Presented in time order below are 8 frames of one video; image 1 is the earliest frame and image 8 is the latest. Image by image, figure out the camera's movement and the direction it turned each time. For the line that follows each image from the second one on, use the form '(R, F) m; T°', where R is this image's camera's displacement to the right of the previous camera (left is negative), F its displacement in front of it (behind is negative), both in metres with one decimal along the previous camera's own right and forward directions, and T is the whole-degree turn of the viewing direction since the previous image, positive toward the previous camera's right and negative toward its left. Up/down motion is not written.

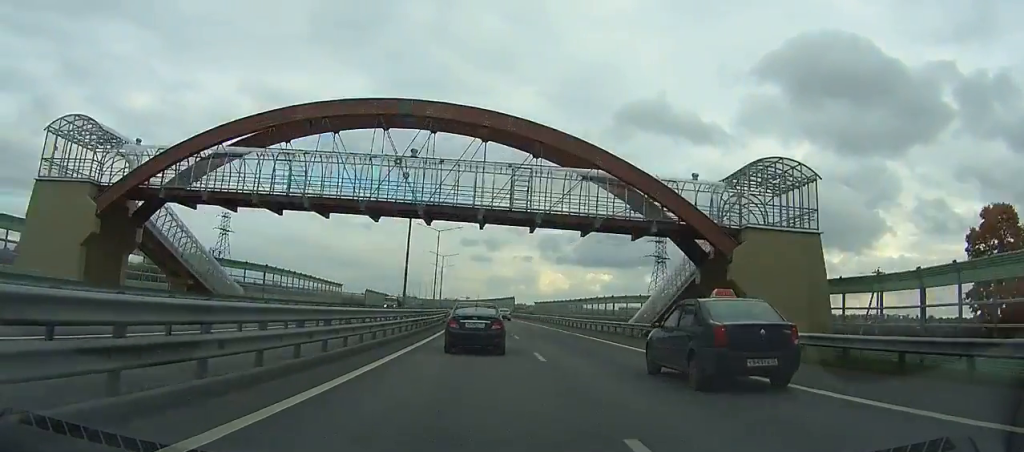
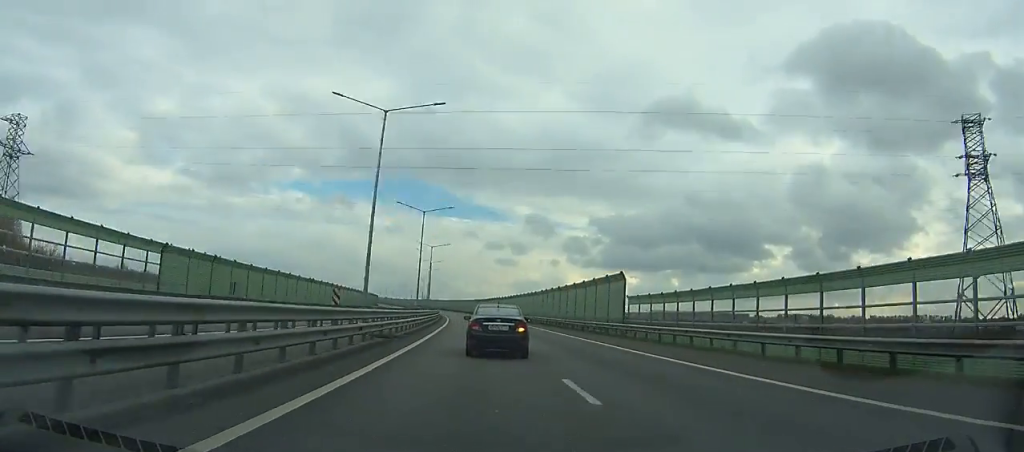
(-2.1, +78.9) m; -3°
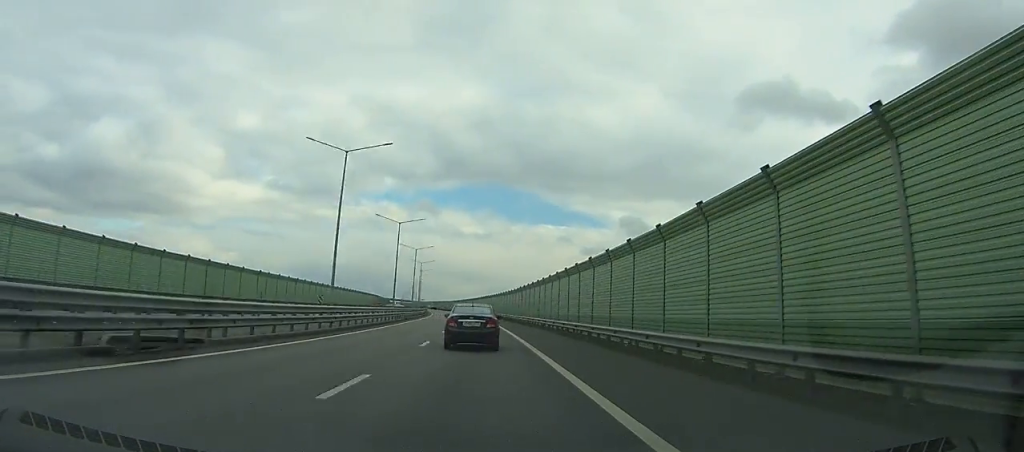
(-13.1, +182.1) m; -9°
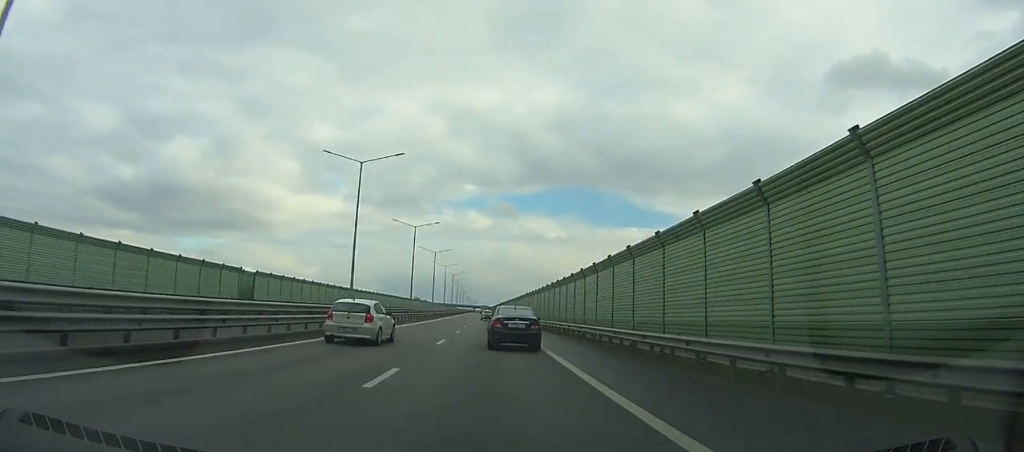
(-15.3, +178.1) m; -9°
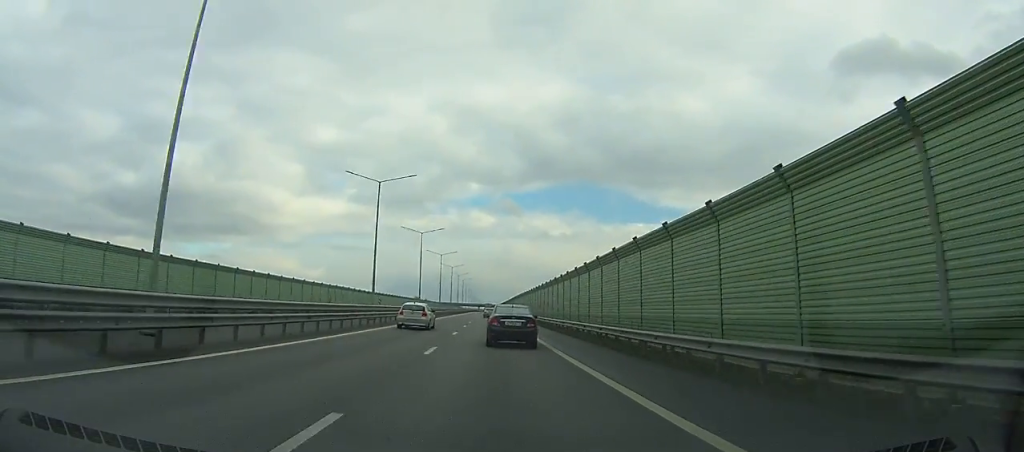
(-1.0, +53.2) m; -1°
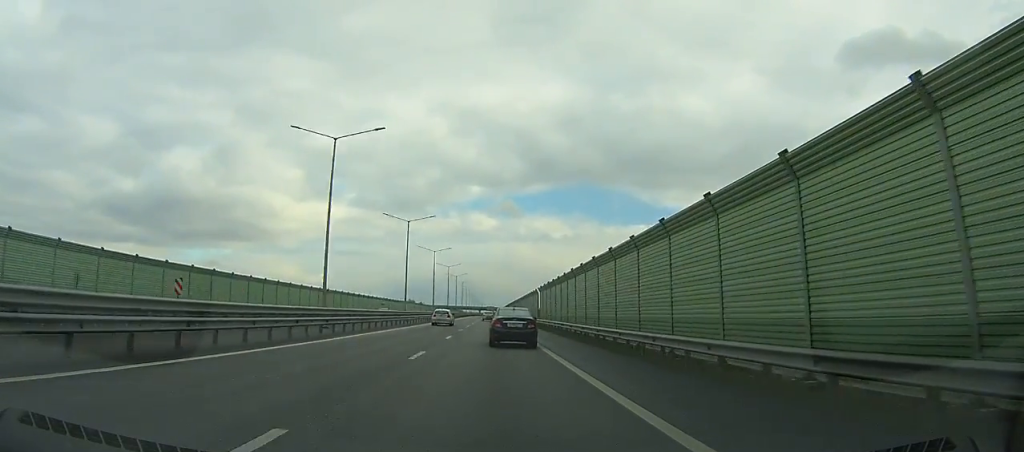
(-1.1, +72.2) m; -1°
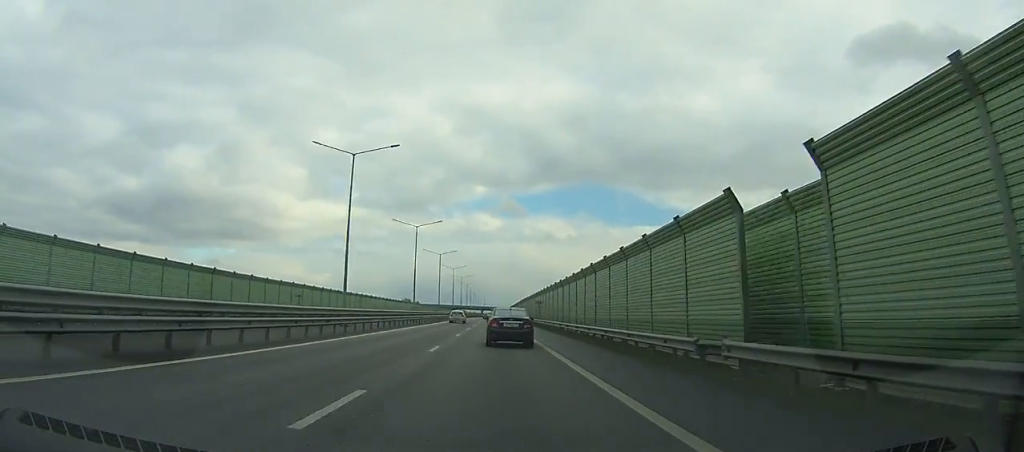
(0.0, +56.7) m; 0°
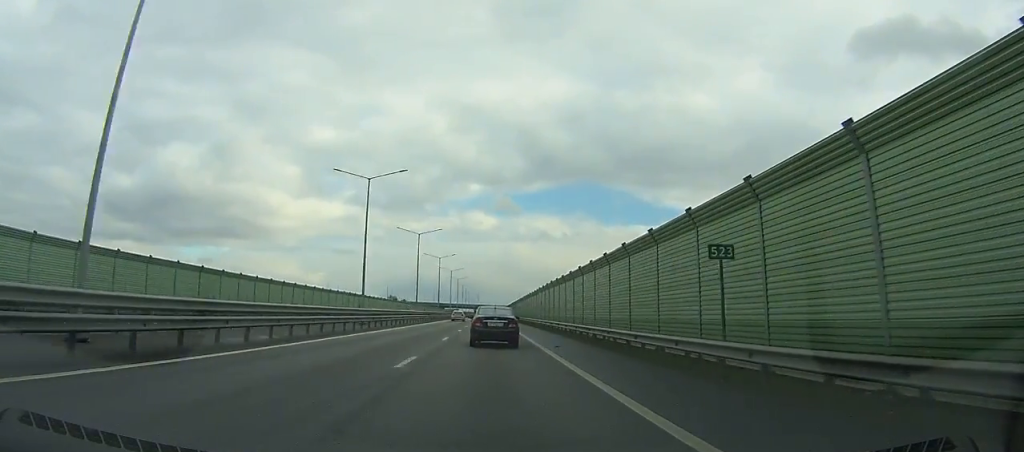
(0.0, +53.7) m; 0°
